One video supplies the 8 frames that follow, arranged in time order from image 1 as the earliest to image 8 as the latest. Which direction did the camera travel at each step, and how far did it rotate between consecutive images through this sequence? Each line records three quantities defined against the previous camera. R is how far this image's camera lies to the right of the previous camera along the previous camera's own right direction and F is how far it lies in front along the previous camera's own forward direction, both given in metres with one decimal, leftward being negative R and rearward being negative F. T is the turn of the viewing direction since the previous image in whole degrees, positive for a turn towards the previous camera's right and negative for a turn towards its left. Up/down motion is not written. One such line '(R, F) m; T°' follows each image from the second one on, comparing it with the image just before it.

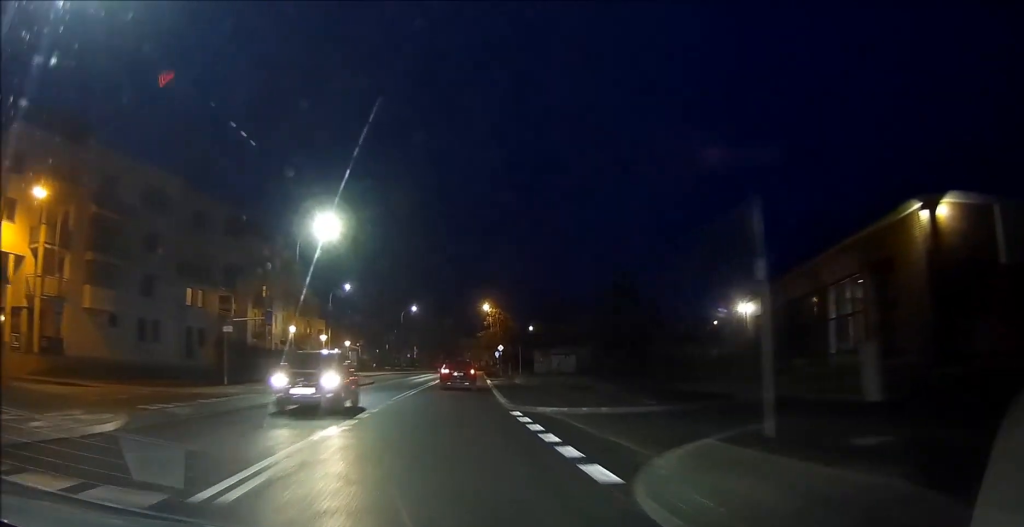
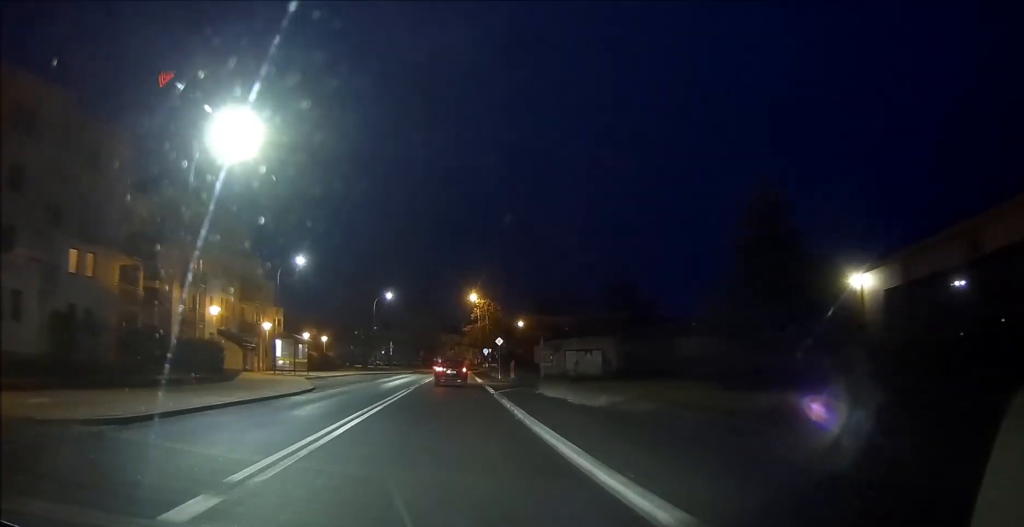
(+0.5, +18.3) m; +2°
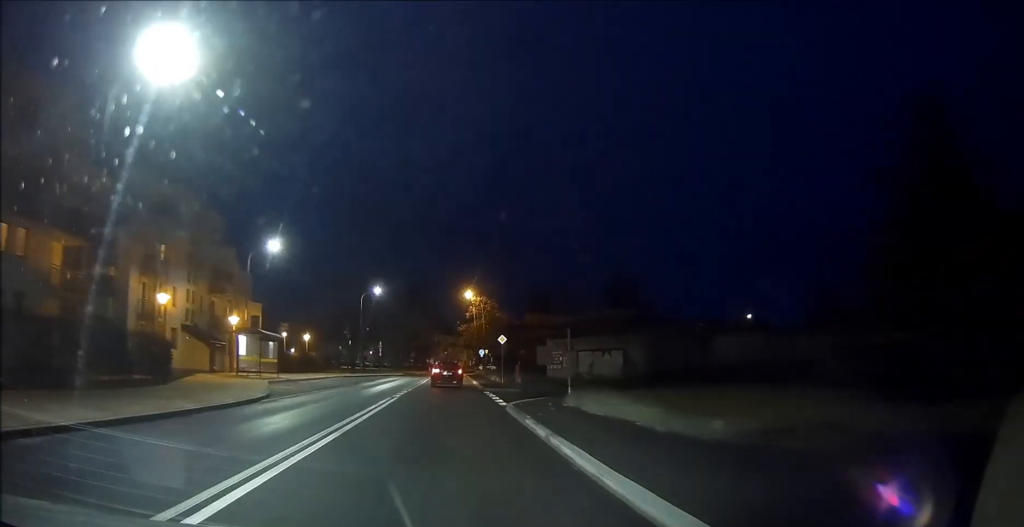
(+0.1, +7.6) m; 0°
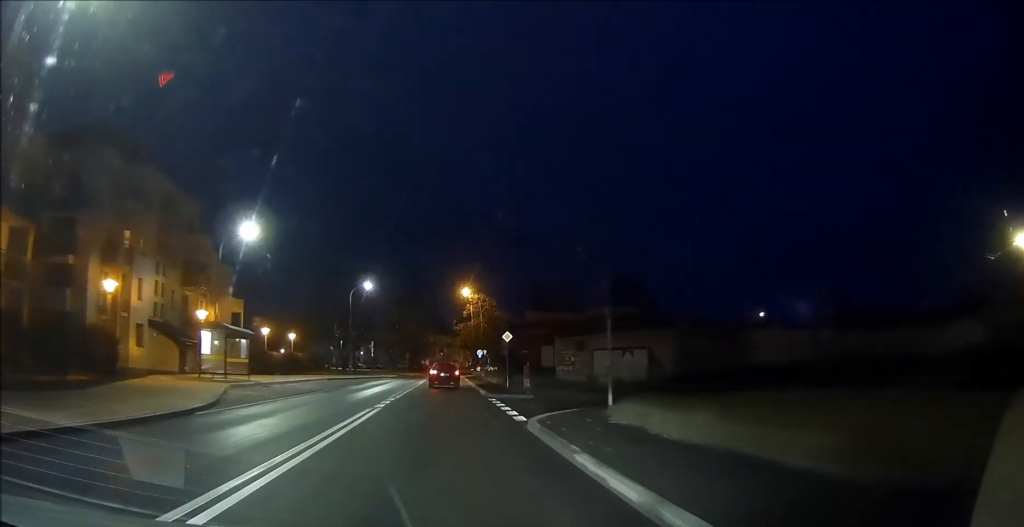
(0.0, +5.6) m; 0°
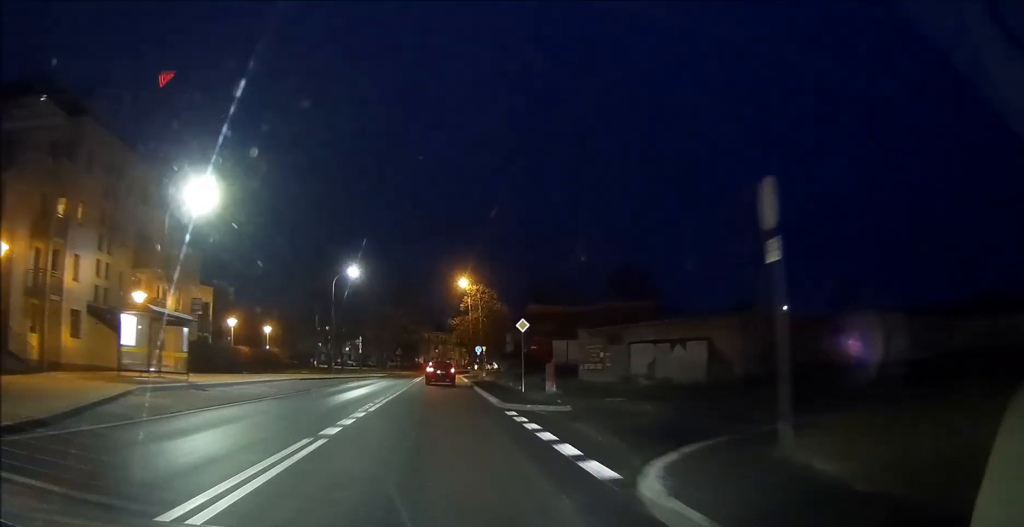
(0.0, +7.9) m; +1°
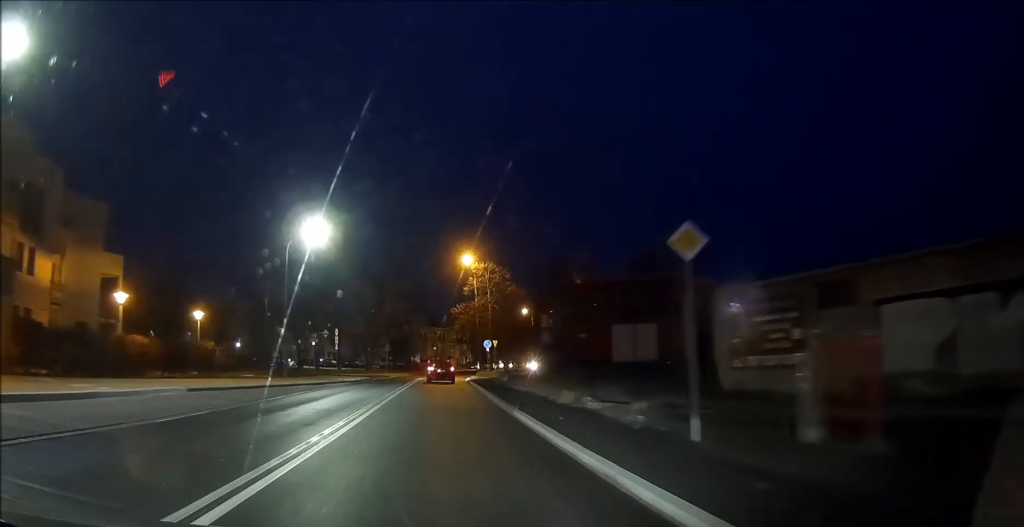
(+0.3, +17.5) m; +1°
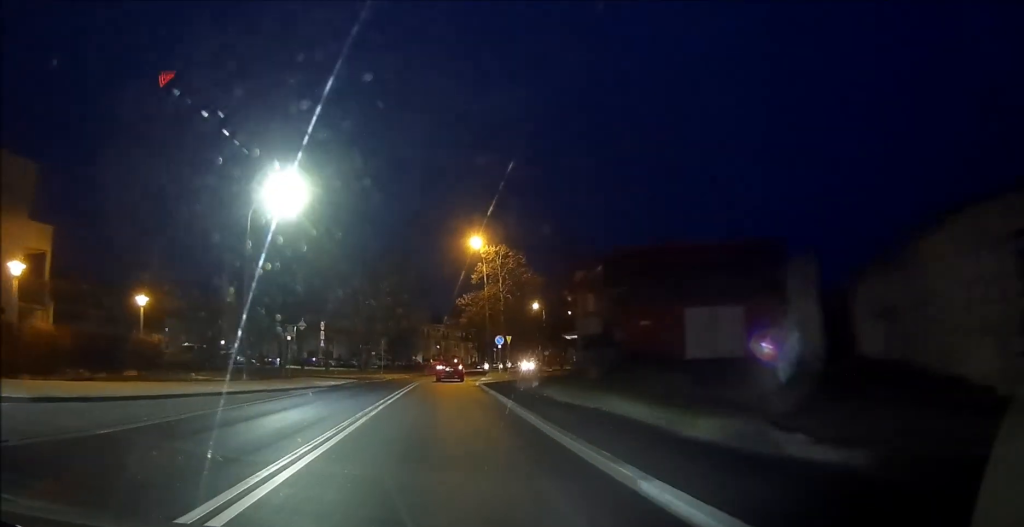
(0.0, +9.6) m; 0°
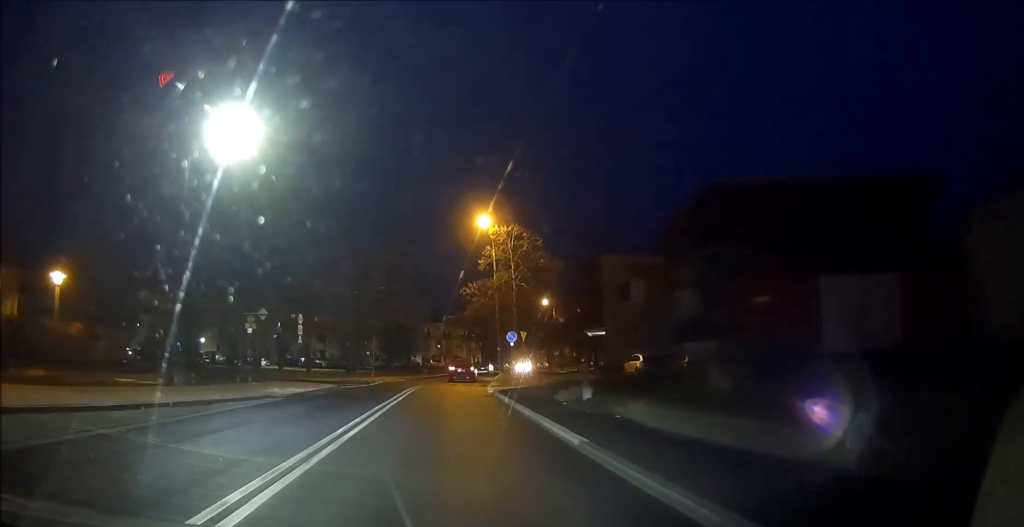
(0.0, +9.3) m; 0°
